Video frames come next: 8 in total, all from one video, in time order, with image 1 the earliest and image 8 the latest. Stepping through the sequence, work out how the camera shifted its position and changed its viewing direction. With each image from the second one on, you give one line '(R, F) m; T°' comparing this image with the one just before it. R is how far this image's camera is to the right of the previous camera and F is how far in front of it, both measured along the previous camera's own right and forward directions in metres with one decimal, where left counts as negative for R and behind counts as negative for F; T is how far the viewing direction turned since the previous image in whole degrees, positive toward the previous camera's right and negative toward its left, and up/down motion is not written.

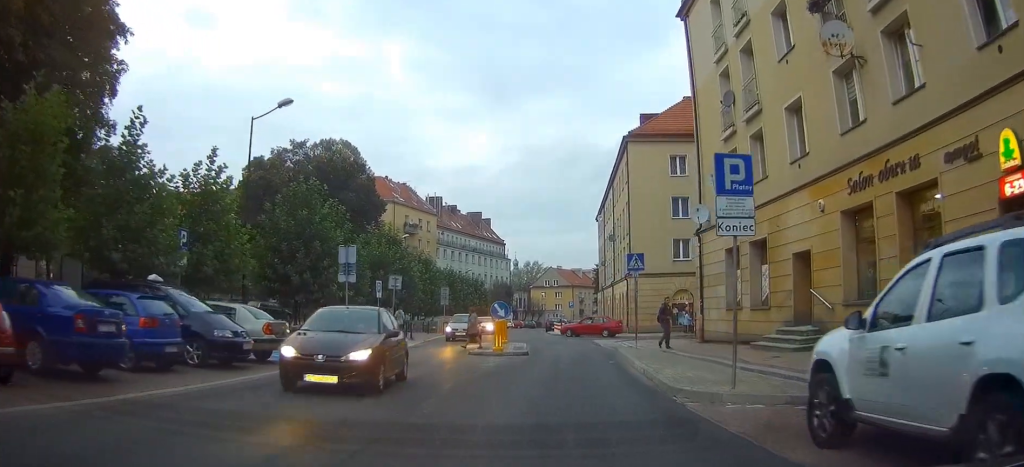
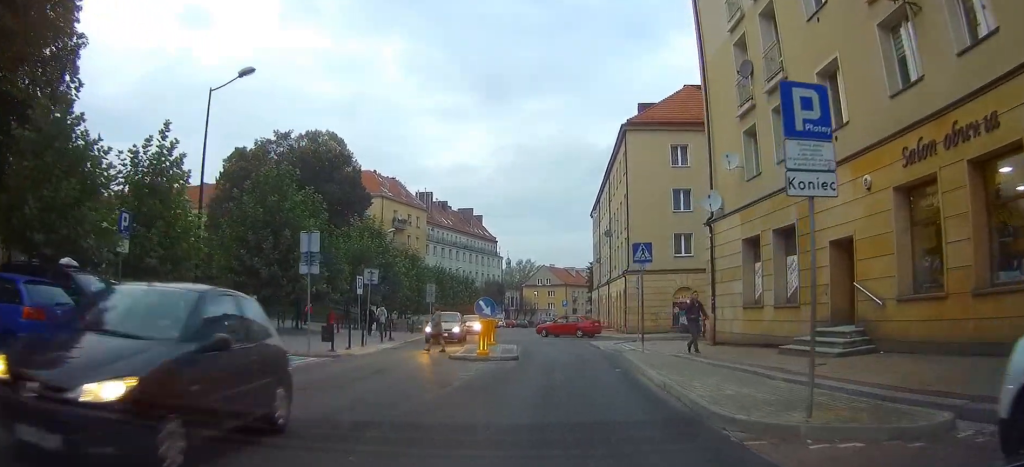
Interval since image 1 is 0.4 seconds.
(-0.1, +3.5) m; +1°
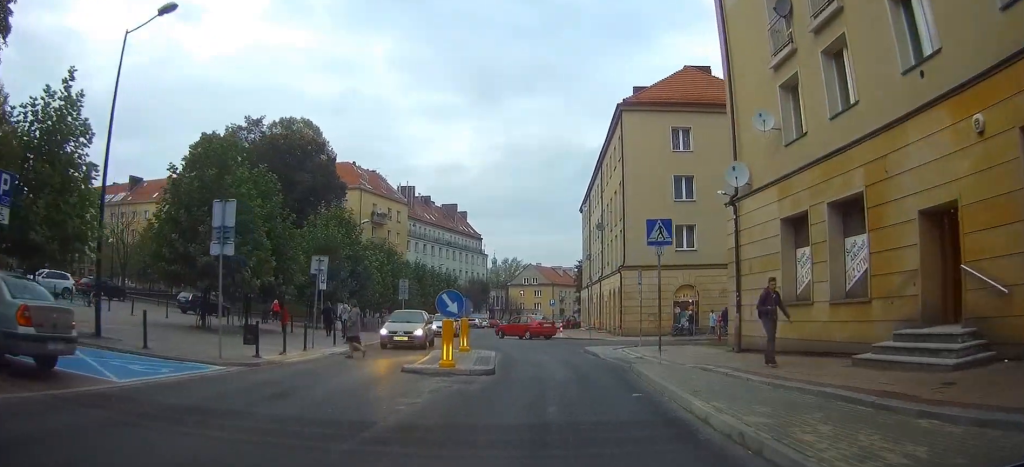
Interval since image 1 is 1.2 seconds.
(+0.2, +5.6) m; +3°
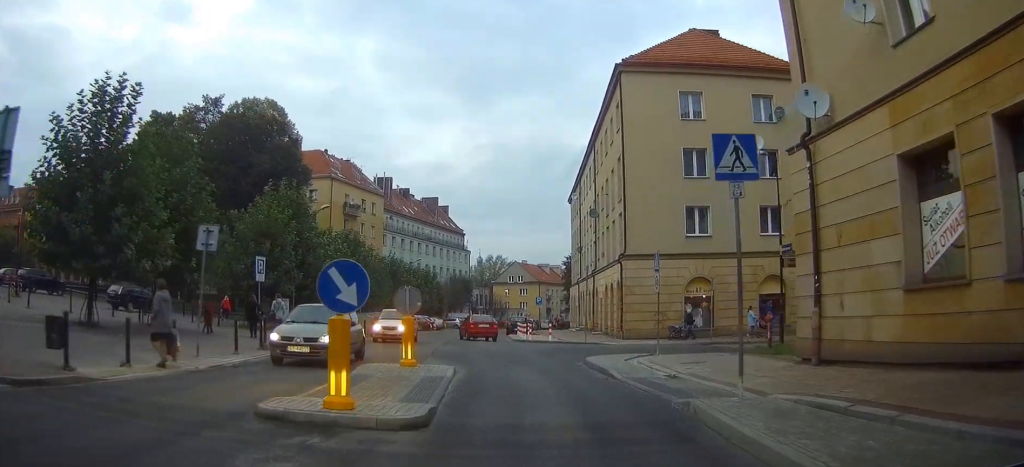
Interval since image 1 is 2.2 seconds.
(+0.2, +7.9) m; +1°
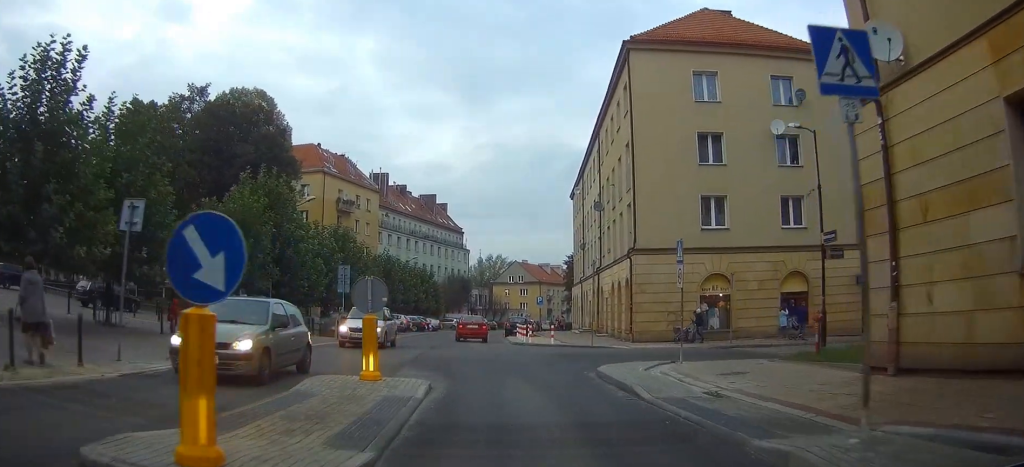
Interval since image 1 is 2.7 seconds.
(0.0, +3.7) m; 0°
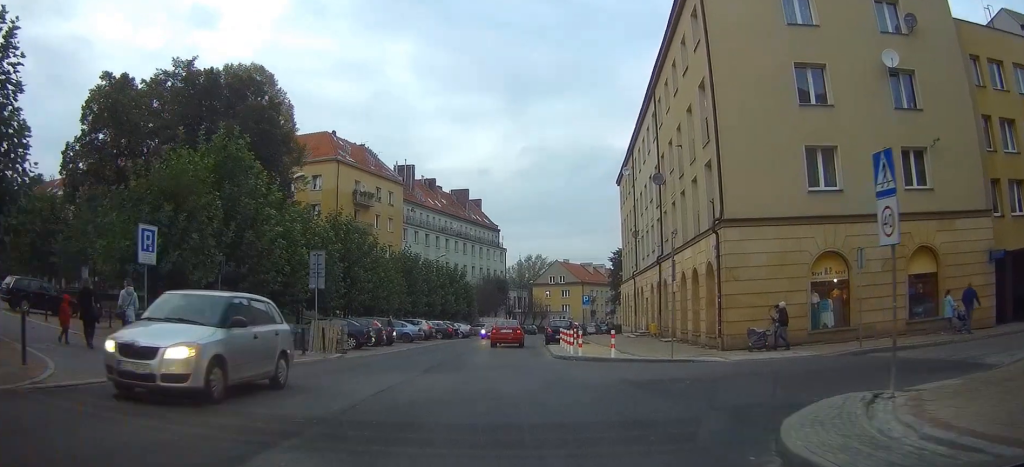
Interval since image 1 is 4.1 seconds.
(-0.2, +10.3) m; -5°
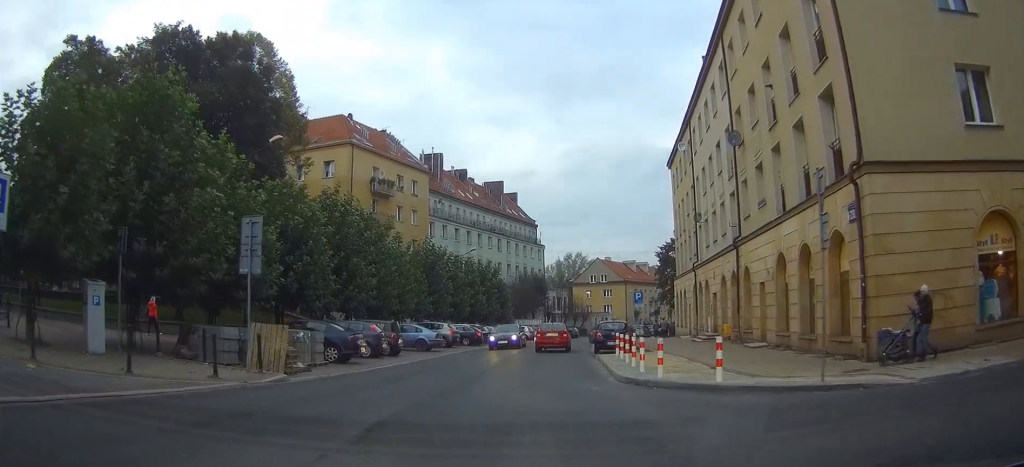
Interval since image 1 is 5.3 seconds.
(-0.6, +8.6) m; -6°
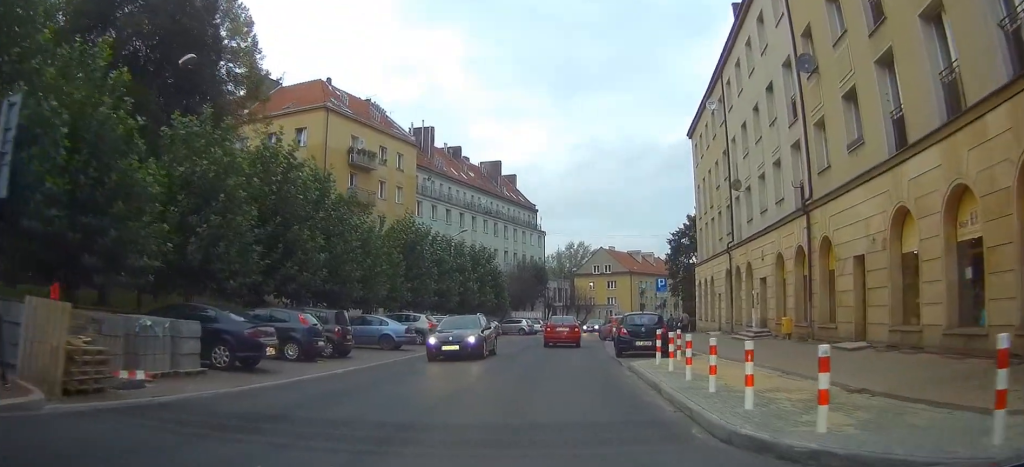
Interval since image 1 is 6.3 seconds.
(-0.1, +8.3) m; -2°
